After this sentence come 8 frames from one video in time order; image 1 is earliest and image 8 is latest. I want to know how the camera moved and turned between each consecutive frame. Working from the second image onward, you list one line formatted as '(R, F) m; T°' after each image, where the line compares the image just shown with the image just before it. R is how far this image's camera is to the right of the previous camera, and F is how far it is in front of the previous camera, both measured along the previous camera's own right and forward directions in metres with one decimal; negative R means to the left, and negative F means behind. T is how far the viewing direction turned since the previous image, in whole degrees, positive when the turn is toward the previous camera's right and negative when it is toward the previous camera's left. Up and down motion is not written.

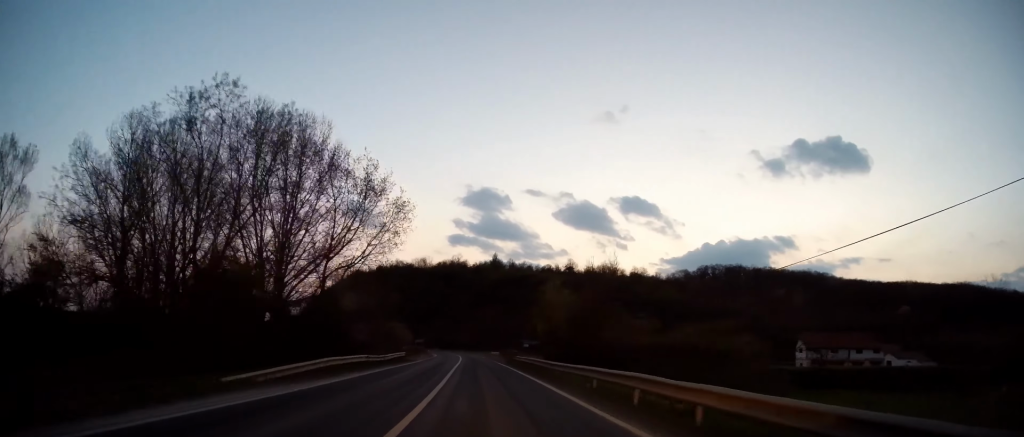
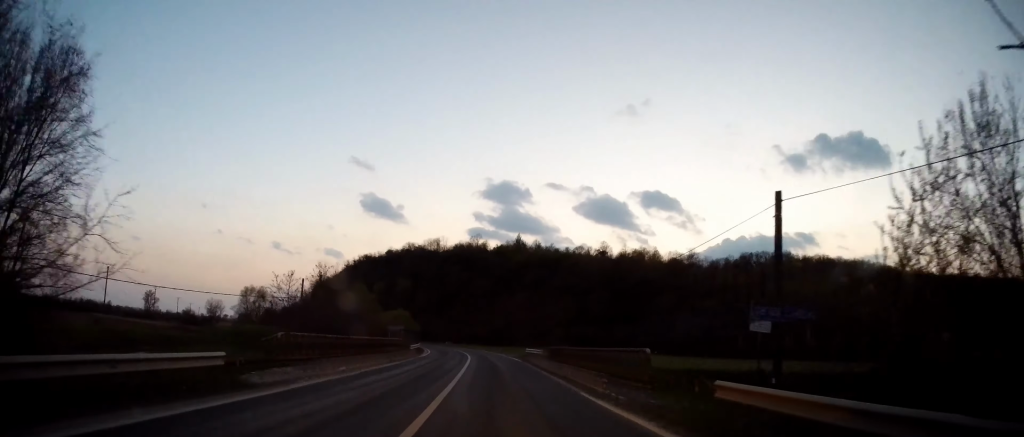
(-1.1, +36.5) m; -3°
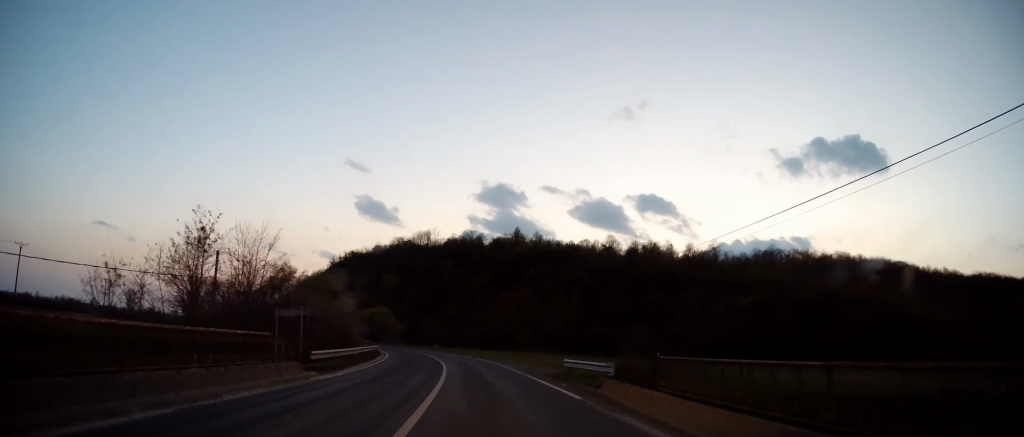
(-0.3, +23.9) m; -1°
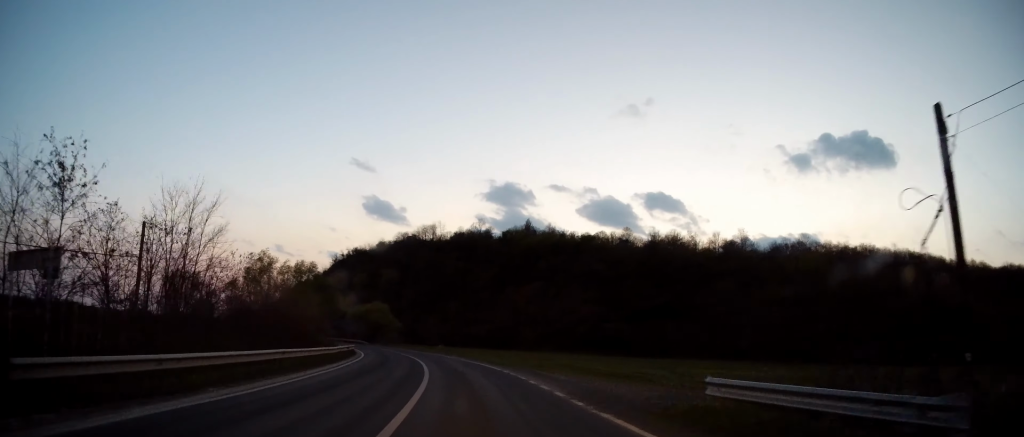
(+0.2, +13.8) m; 0°
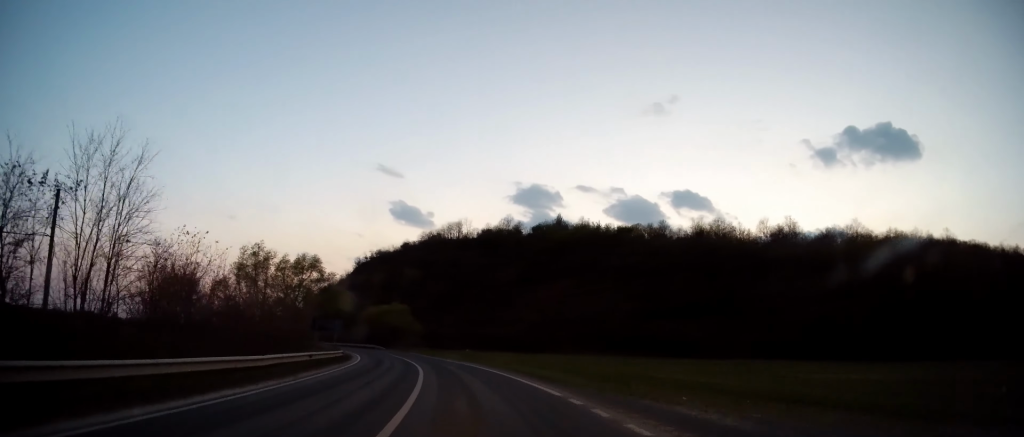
(-0.2, +12.3) m; -1°
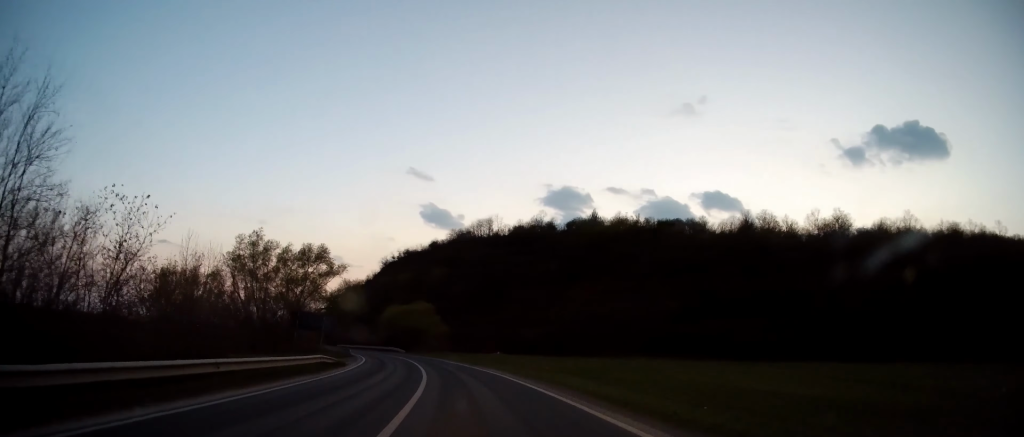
(0.0, +10.0) m; -1°
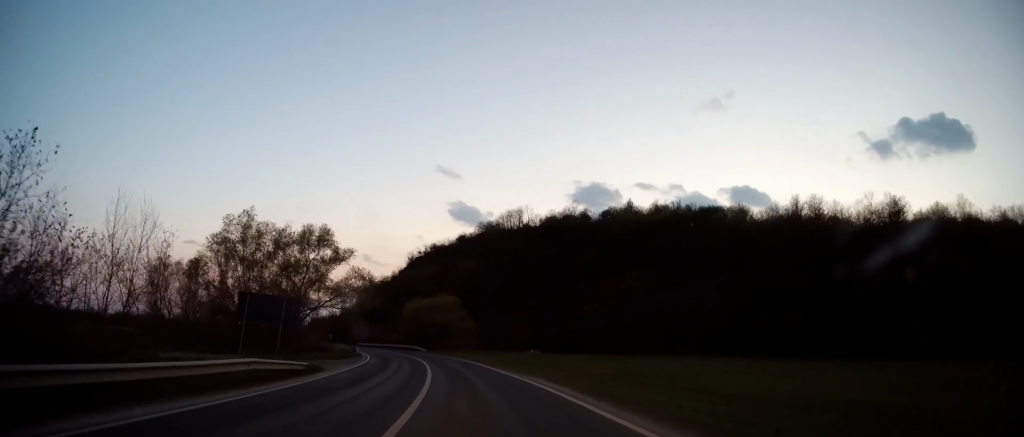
(-0.2, +10.0) m; -2°
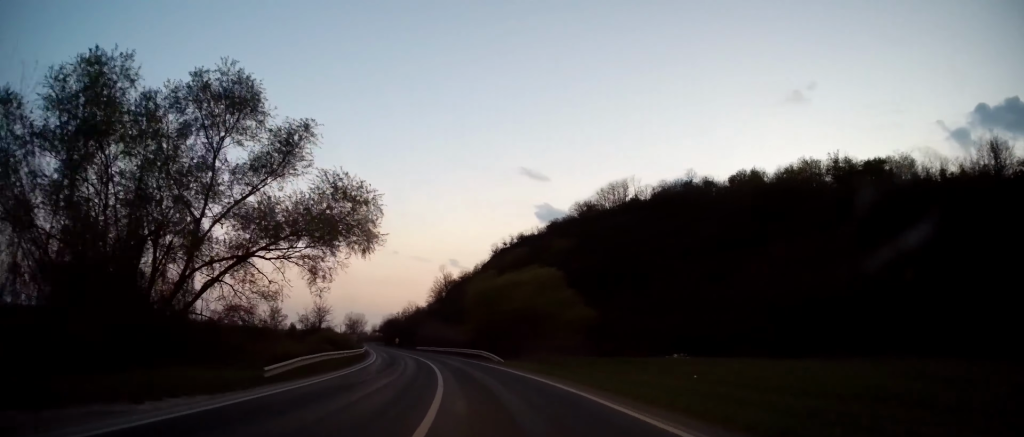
(-2.4, +34.1) m; -11°
